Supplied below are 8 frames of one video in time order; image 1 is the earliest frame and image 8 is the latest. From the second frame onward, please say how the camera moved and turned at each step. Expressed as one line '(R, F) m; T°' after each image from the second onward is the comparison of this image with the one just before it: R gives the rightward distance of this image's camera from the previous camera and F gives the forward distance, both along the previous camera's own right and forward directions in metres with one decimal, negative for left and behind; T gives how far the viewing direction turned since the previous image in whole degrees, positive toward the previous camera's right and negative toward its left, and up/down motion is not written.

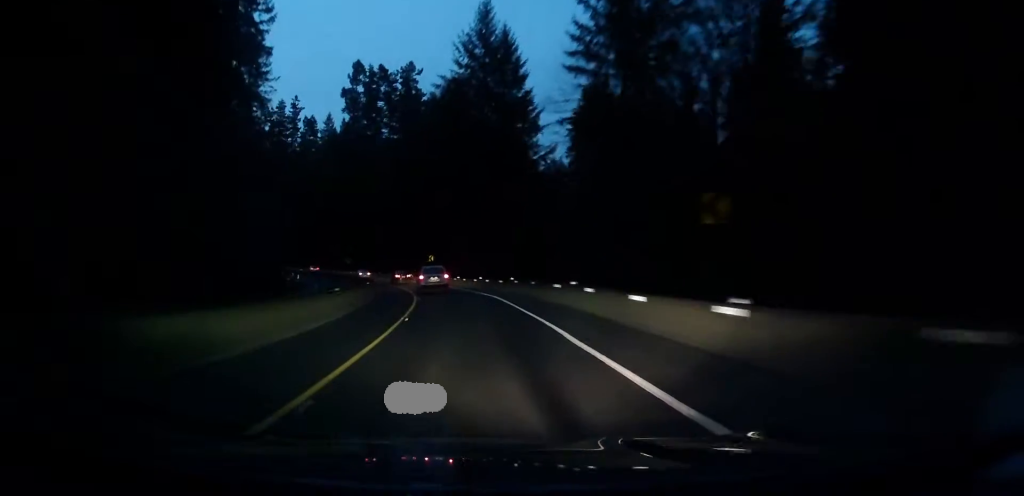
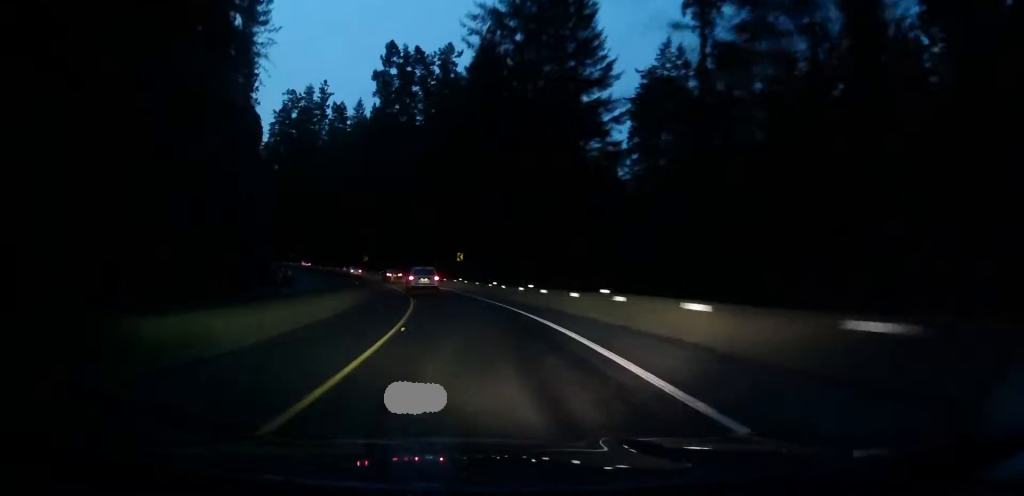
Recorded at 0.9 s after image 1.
(-0.1, +17.4) m; -3°
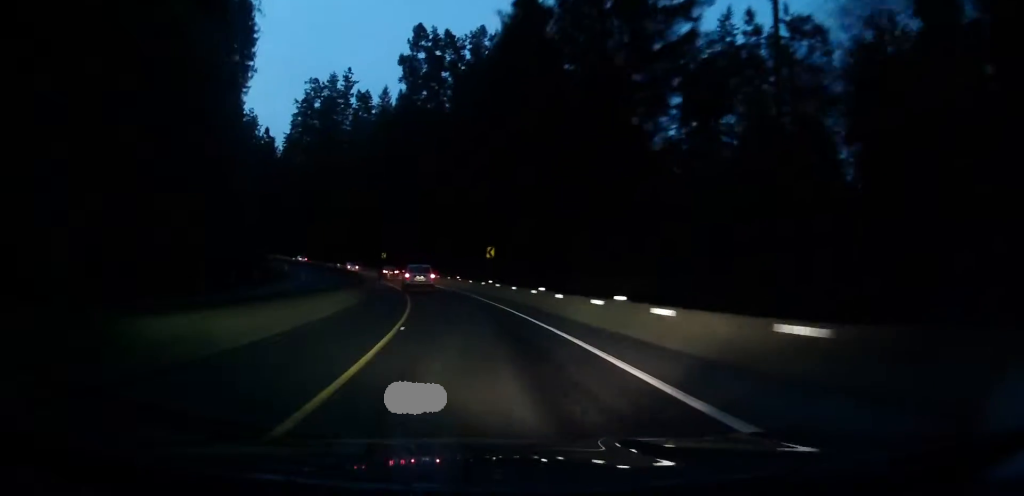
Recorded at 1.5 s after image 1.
(+0.1, +12.7) m; -3°
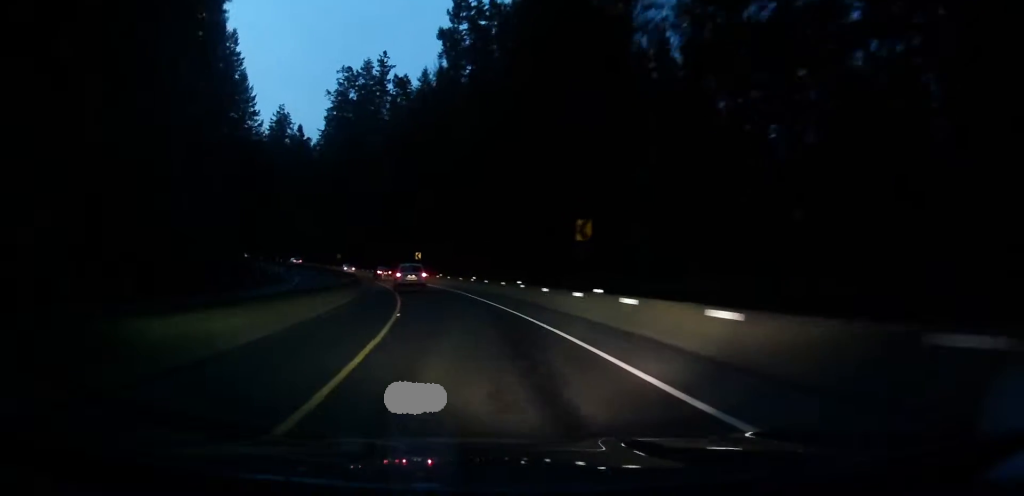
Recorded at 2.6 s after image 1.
(-2.0, +22.1) m; -7°
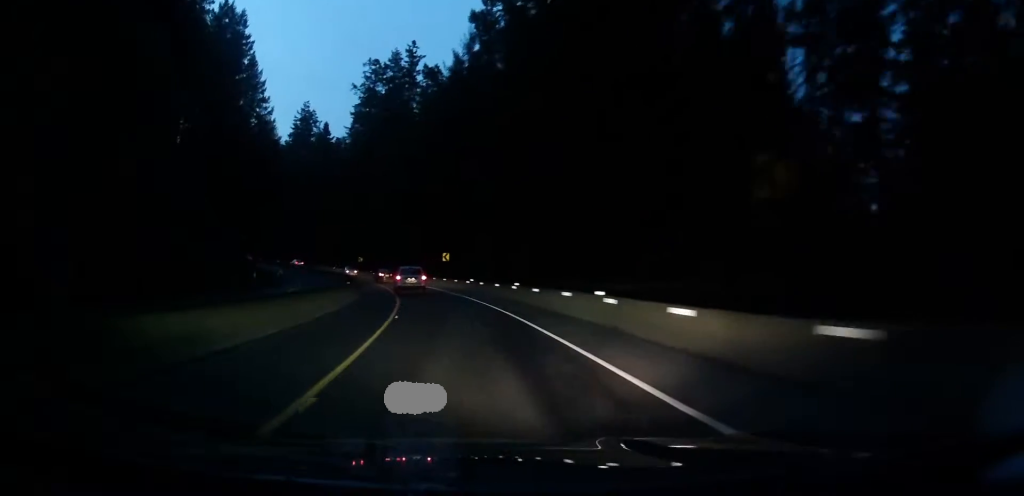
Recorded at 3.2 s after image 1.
(-0.3, +12.6) m; -1°
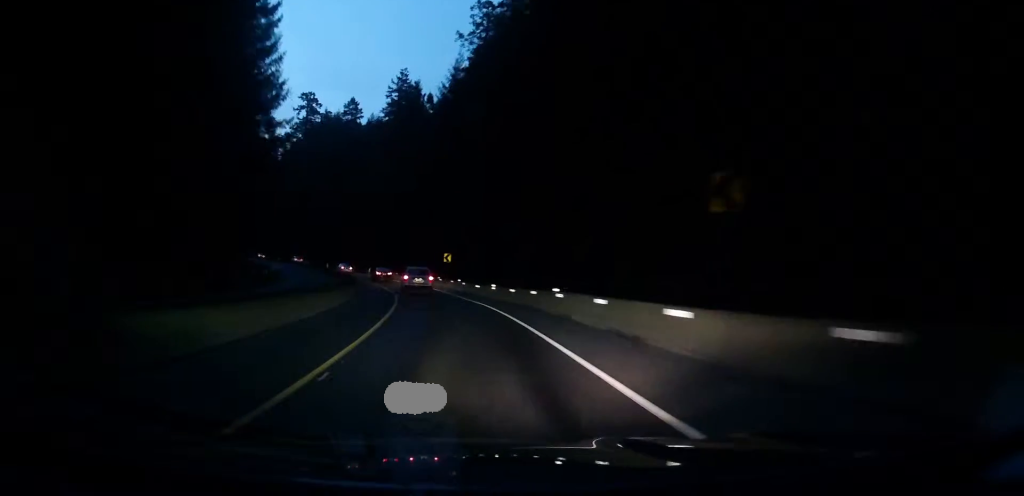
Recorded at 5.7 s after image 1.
(-1.9, +48.4) m; -6°
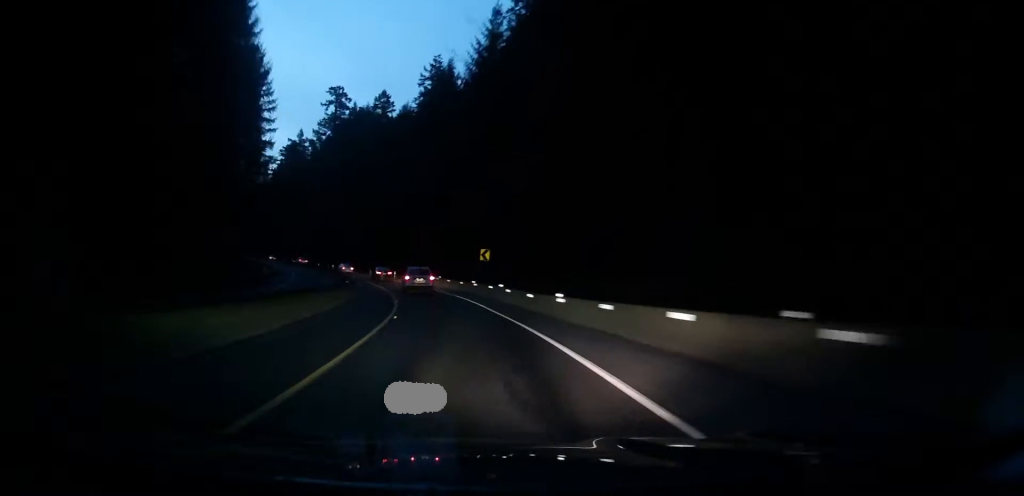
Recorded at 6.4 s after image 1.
(-0.4, +14.9) m; -3°
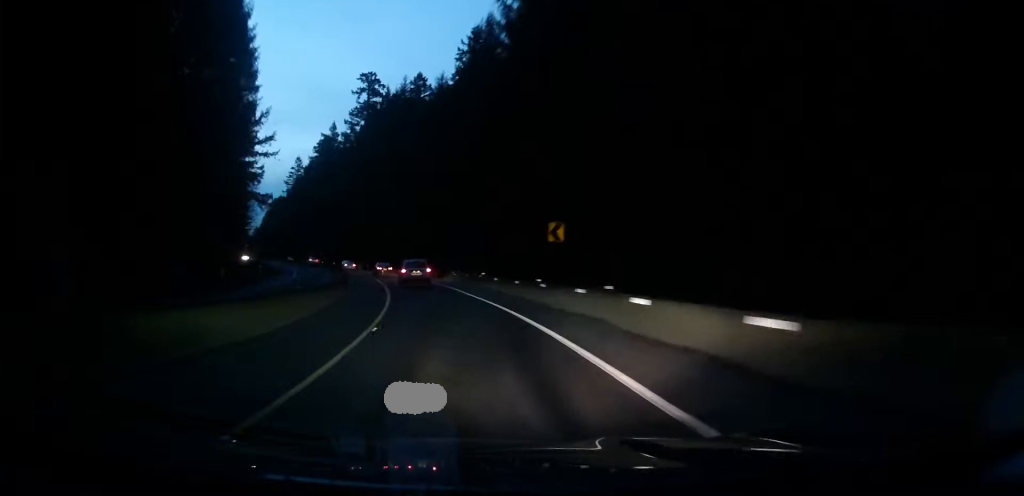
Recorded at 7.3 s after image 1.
(-0.4, +18.4) m; -4°
